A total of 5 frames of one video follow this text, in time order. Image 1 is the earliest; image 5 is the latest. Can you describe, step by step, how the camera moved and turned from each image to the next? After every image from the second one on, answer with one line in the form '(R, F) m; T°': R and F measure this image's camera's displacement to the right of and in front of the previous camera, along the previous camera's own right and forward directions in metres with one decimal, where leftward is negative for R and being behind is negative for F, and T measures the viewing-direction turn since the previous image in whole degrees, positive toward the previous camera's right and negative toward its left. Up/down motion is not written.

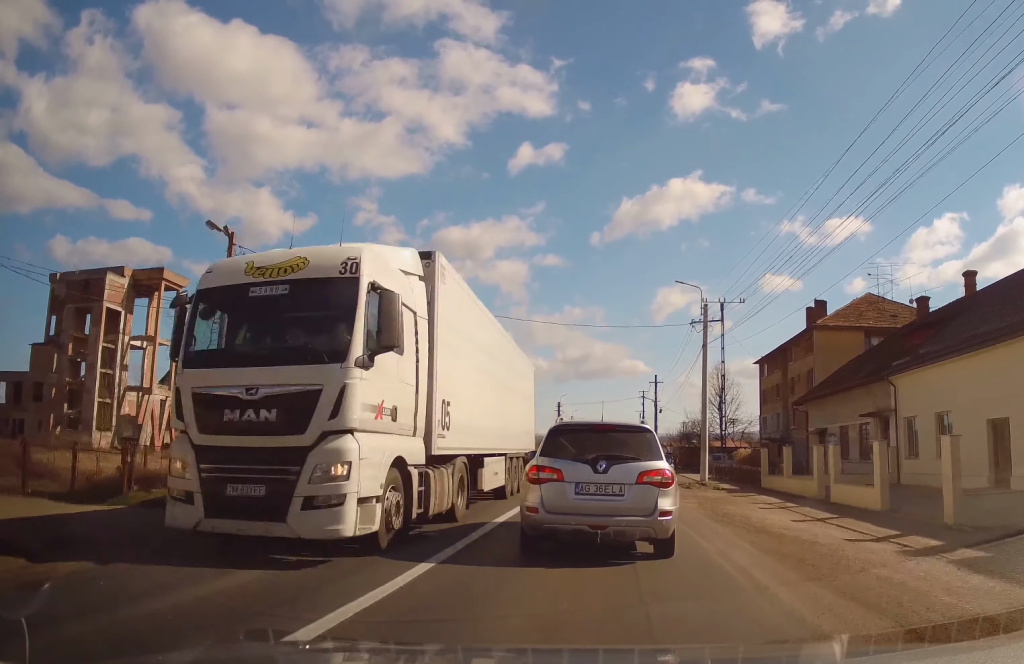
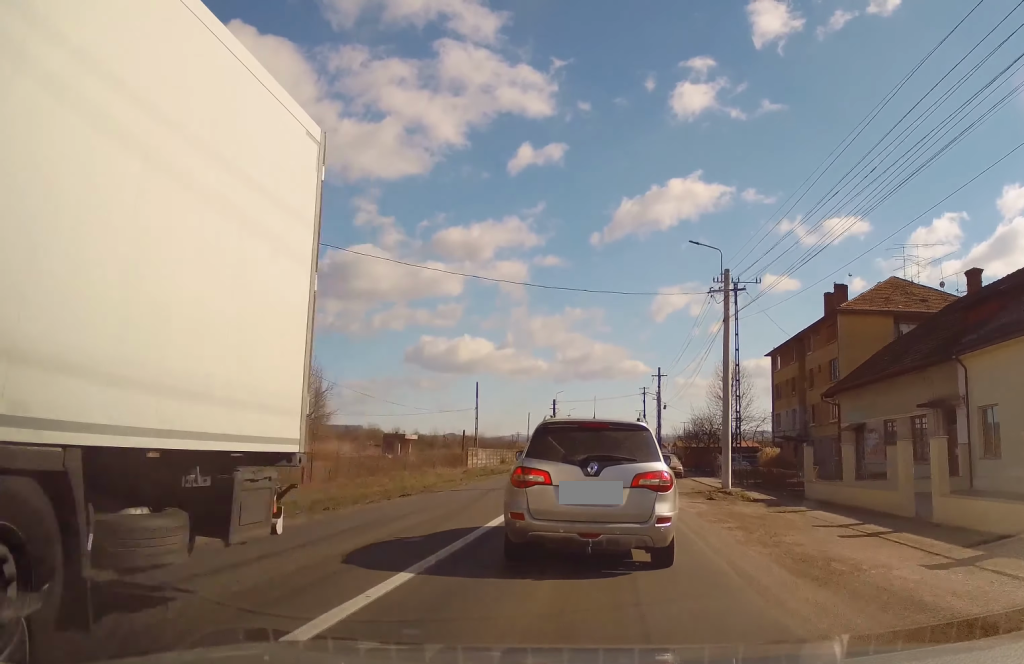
(+0.4, +6.0) m; +4°
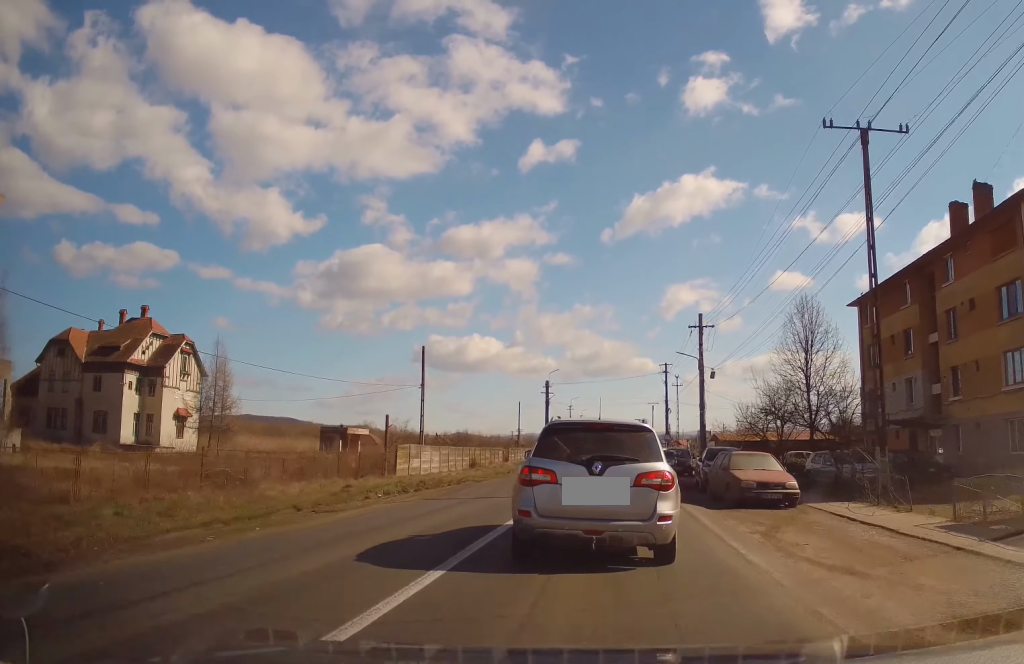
(-0.6, +21.7) m; -3°
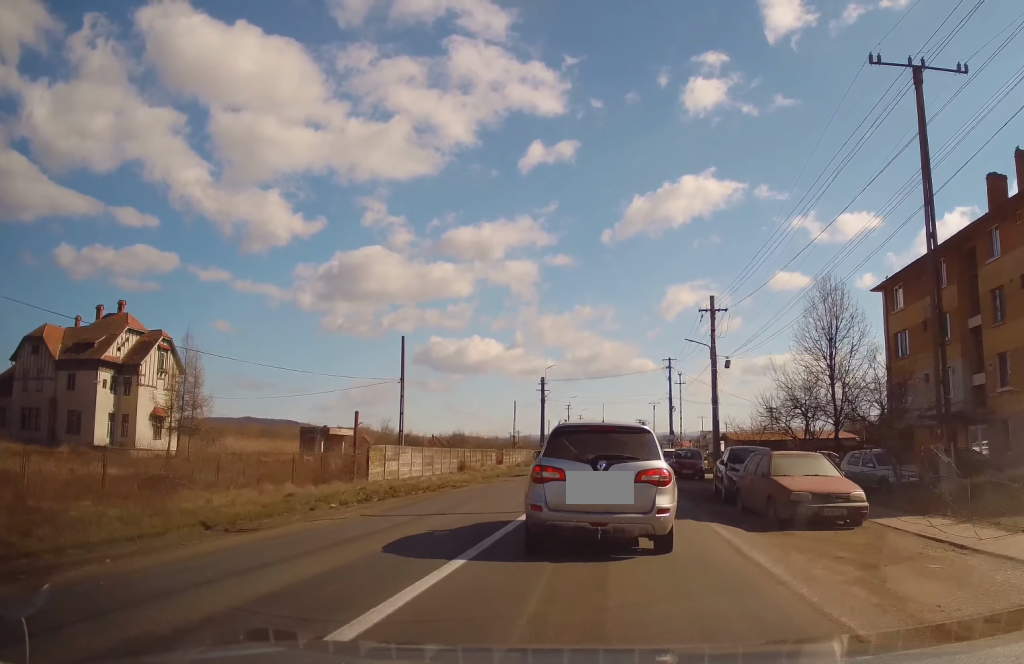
(-0.3, +4.4) m; -3°
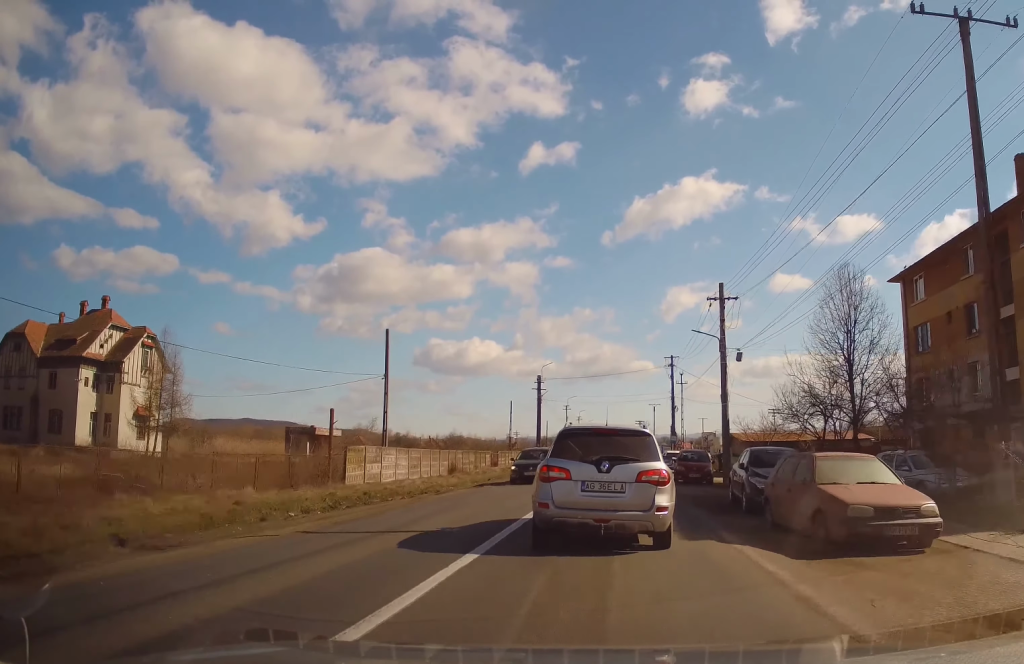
(0.0, +3.1) m; +3°
